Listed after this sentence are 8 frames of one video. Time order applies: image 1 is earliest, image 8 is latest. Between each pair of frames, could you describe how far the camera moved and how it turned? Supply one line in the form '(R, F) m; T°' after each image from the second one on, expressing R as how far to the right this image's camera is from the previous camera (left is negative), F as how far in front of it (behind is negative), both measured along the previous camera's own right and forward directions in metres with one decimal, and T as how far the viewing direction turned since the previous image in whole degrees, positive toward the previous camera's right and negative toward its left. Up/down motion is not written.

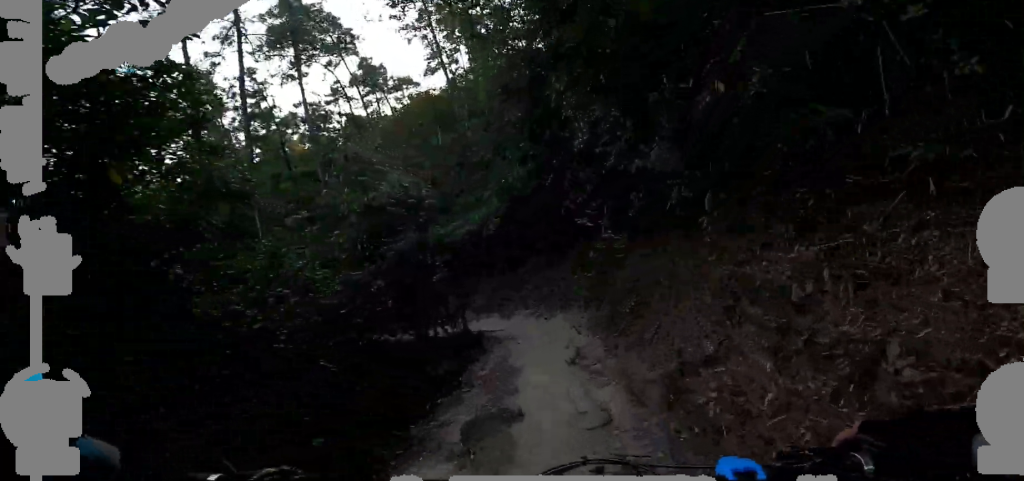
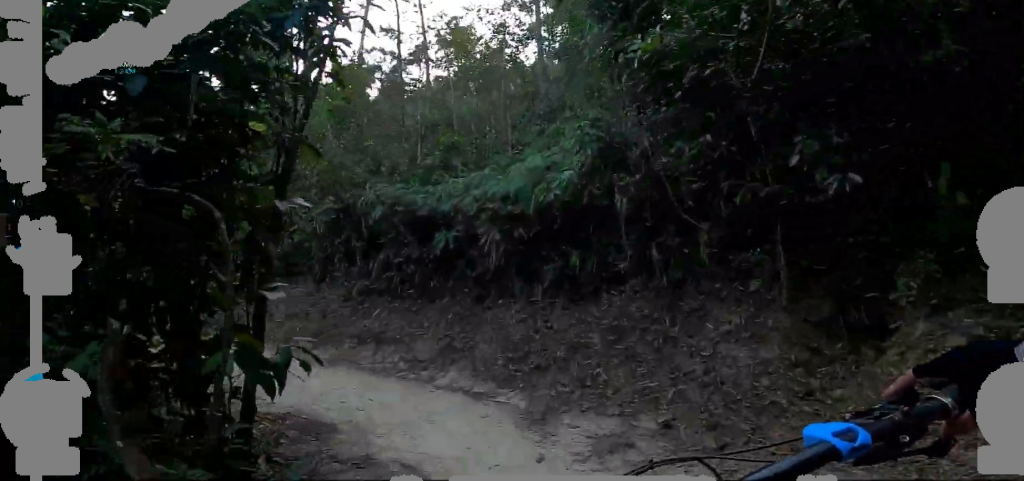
(+2.1, +6.4) m; +1°
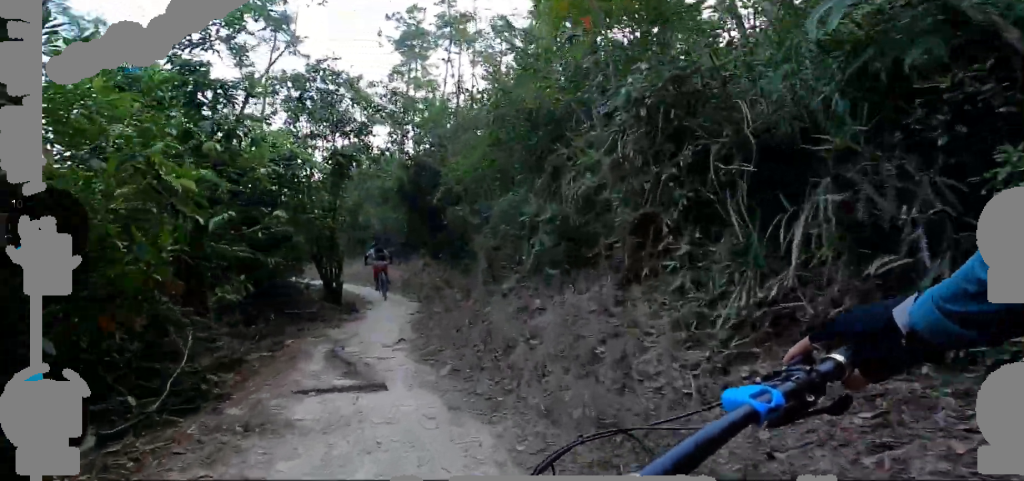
(-2.3, +2.0) m; -61°
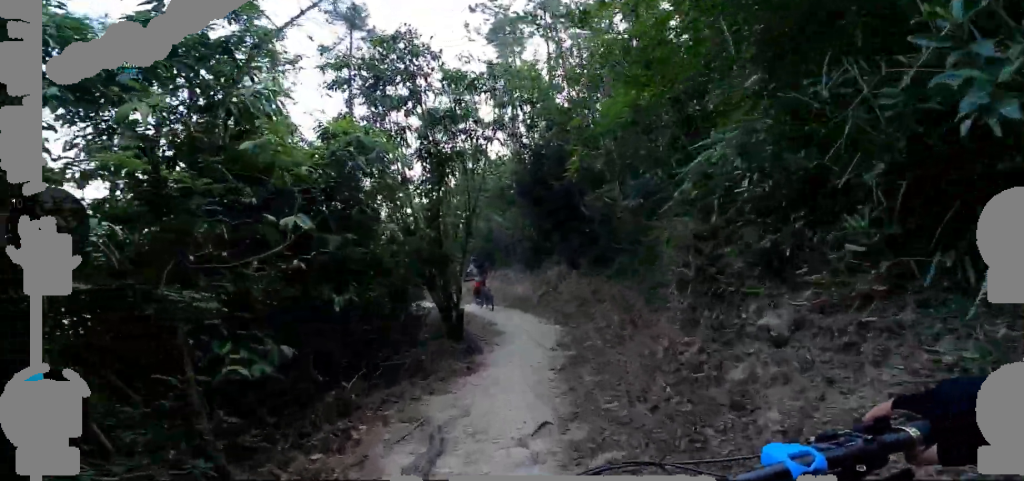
(-1.4, +0.6) m; +43°
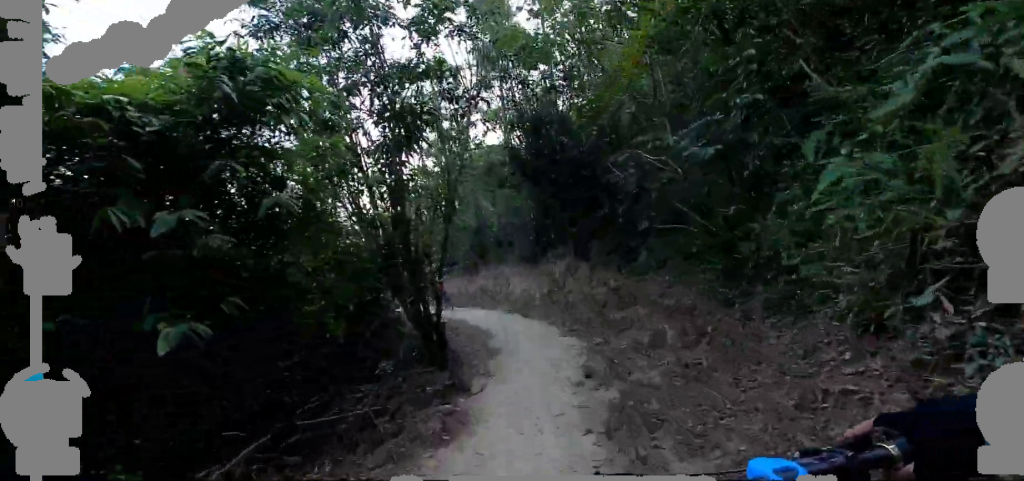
(+1.5, +2.9) m; +14°
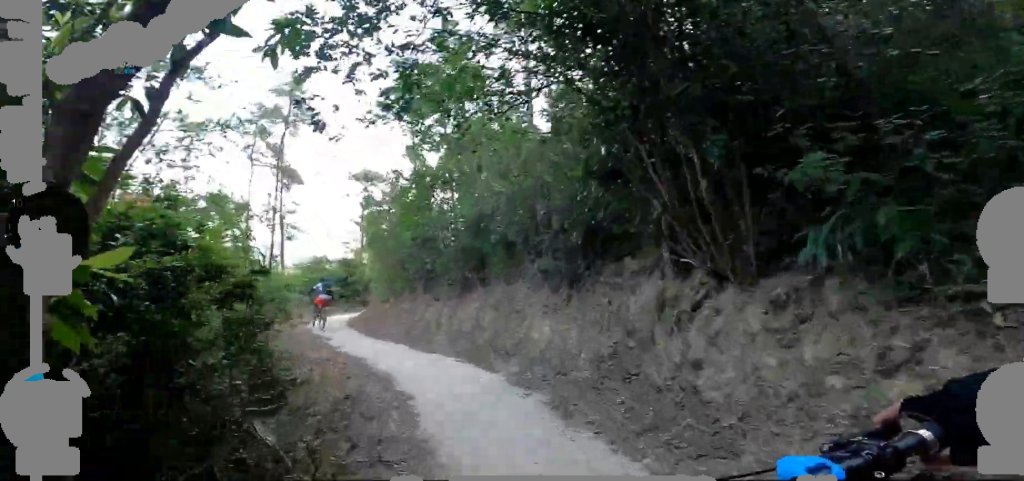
(+0.2, +6.1) m; -16°
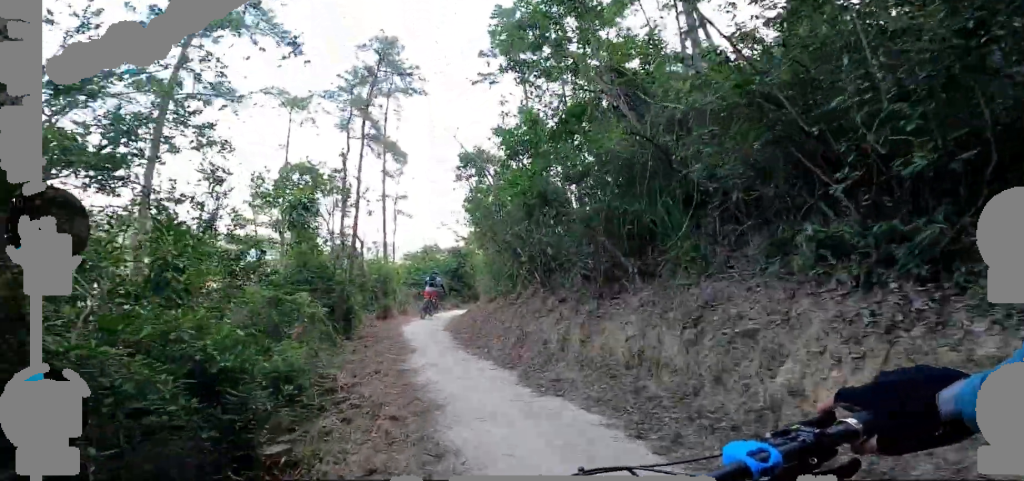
(-0.7, +2.3) m; -25°
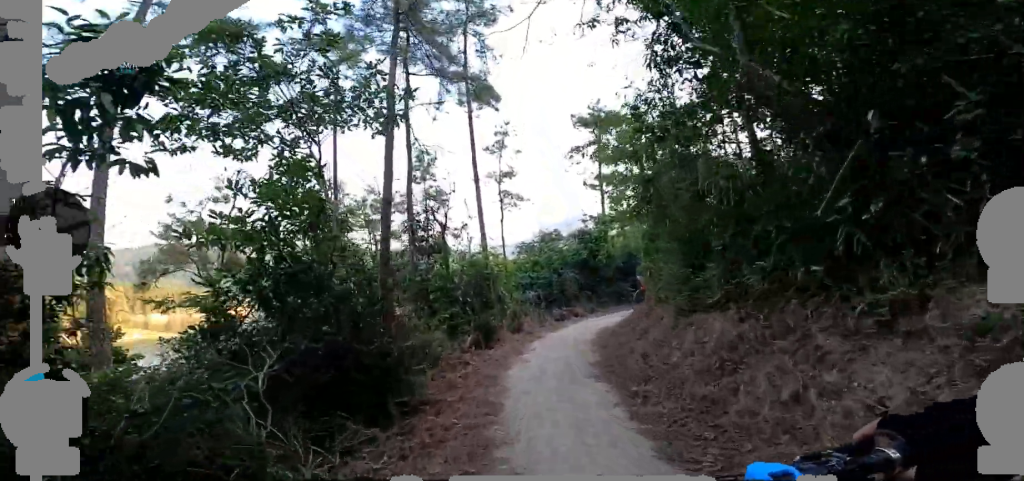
(-0.9, +3.2) m; -25°
